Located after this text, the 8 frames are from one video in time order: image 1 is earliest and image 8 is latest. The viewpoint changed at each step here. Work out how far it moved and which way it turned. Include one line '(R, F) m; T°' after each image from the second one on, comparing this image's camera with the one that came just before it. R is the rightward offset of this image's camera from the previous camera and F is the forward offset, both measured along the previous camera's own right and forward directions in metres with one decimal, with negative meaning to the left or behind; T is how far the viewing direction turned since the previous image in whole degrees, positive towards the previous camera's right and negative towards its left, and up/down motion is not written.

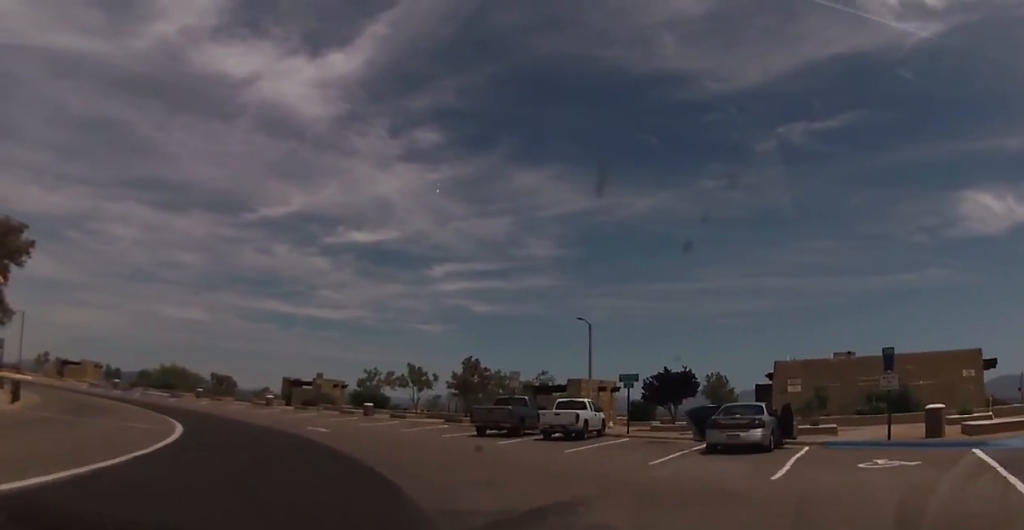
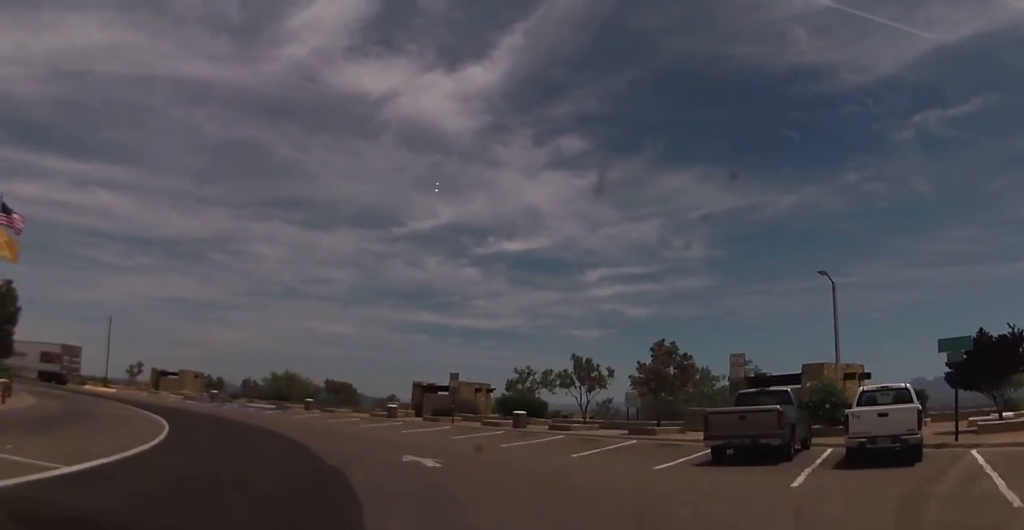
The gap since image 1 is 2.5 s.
(-1.1, +13.2) m; -9°
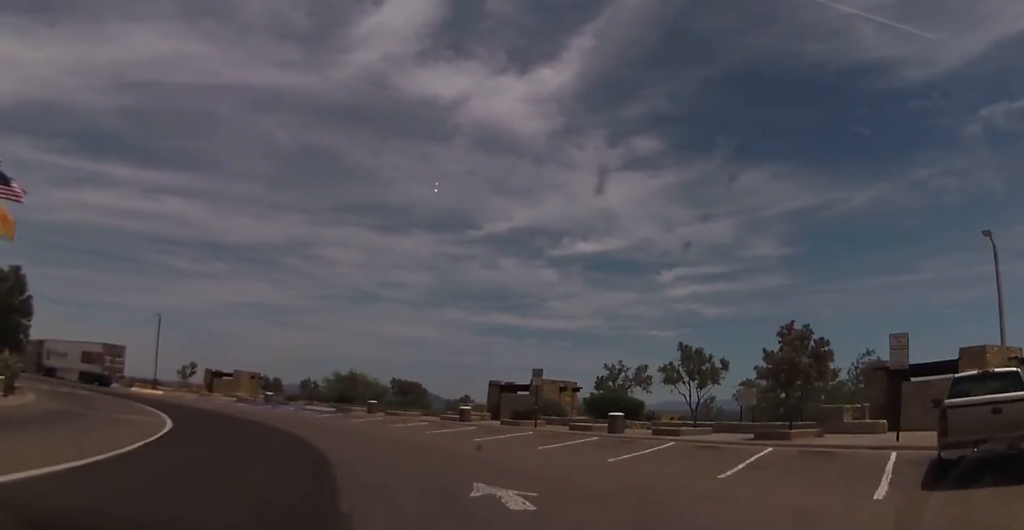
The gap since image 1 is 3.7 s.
(0.0, +6.1) m; -4°
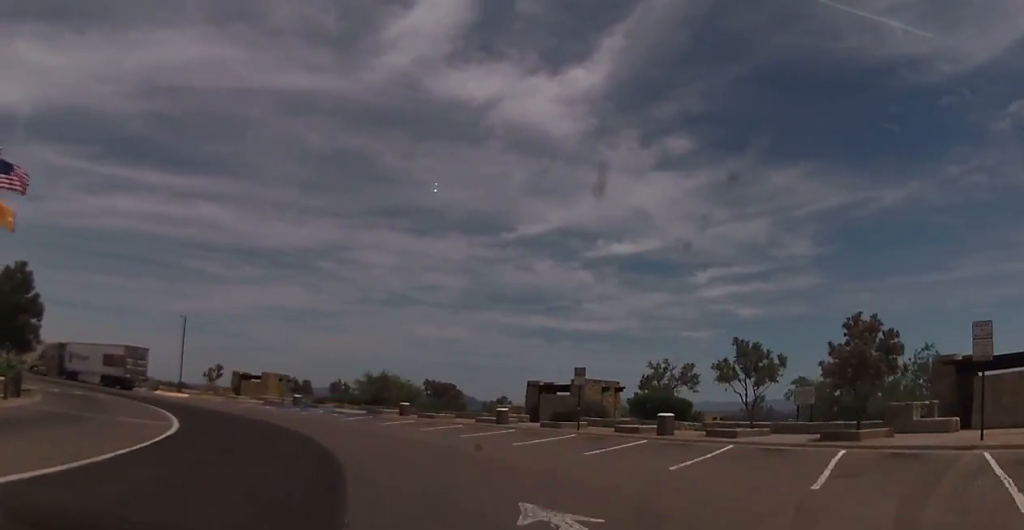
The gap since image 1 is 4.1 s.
(+0.1, +2.4) m; -4°
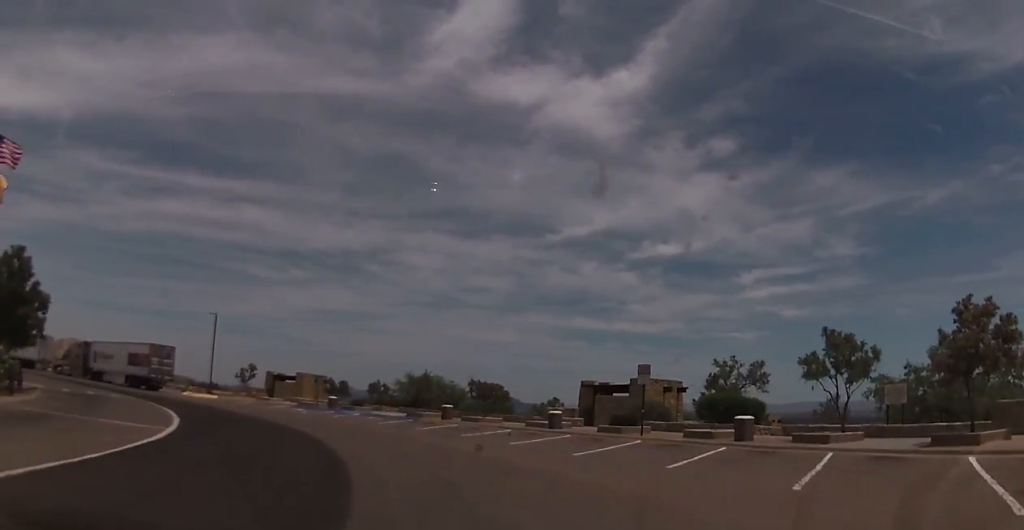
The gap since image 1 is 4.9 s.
(-0.5, +3.7) m; -5°
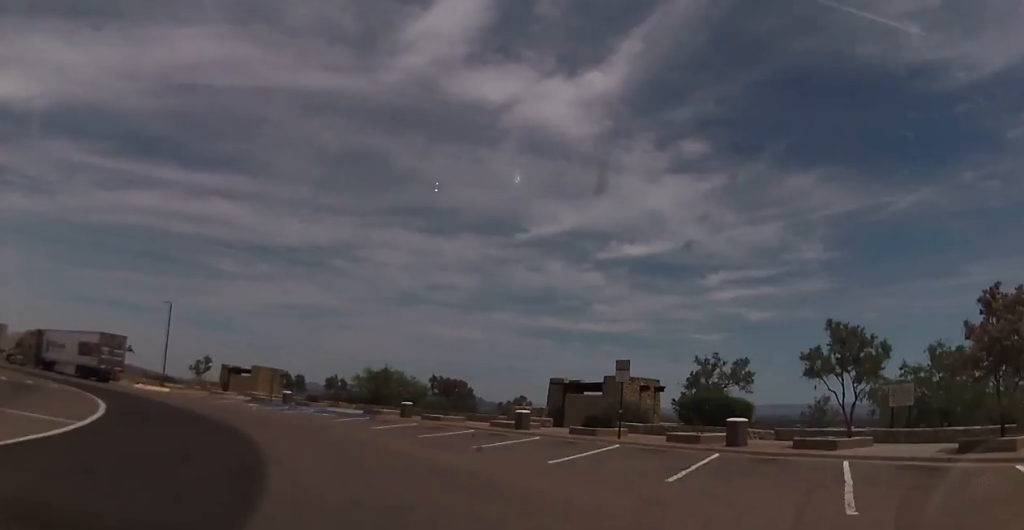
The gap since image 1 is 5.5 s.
(-0.2, +2.8) m; +1°
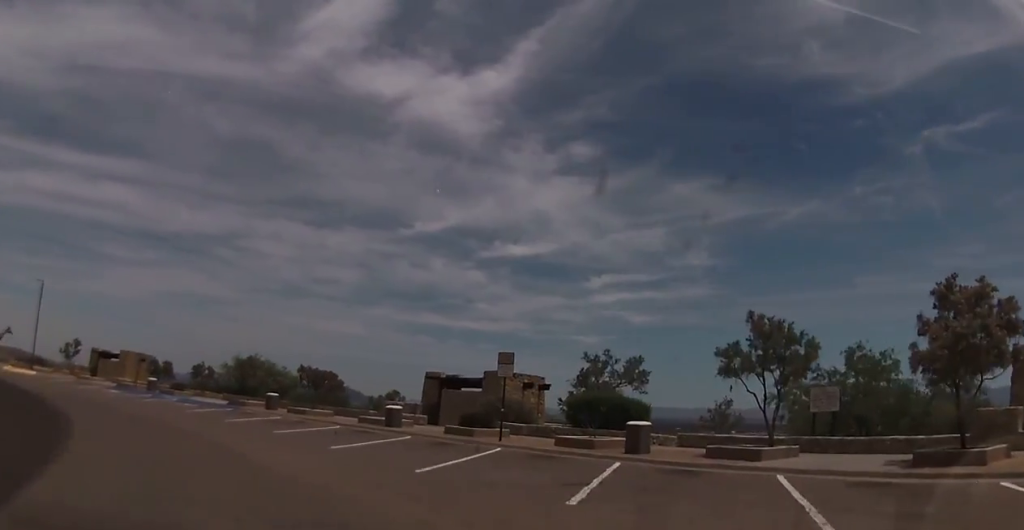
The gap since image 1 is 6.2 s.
(+0.1, +3.1) m; +9°
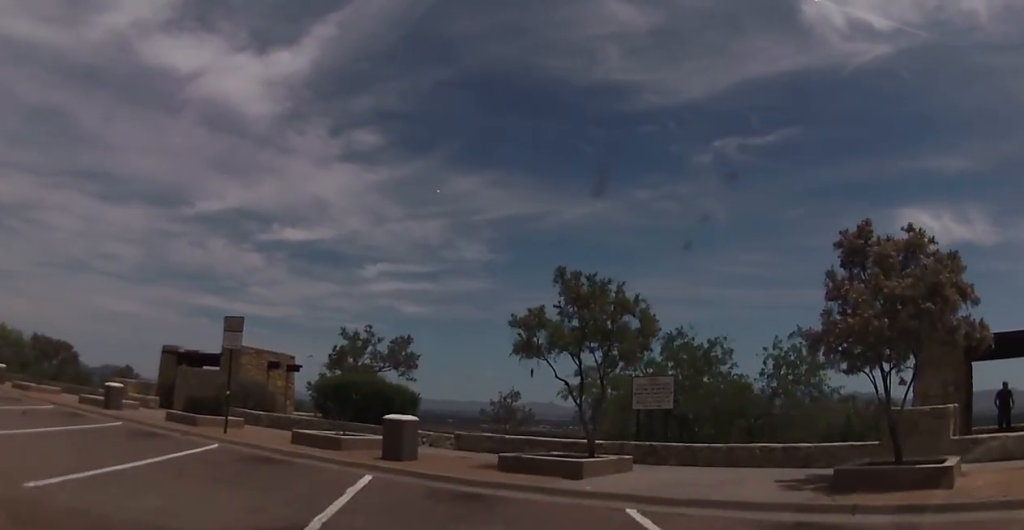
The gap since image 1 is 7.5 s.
(+1.0, +5.6) m; +17°
